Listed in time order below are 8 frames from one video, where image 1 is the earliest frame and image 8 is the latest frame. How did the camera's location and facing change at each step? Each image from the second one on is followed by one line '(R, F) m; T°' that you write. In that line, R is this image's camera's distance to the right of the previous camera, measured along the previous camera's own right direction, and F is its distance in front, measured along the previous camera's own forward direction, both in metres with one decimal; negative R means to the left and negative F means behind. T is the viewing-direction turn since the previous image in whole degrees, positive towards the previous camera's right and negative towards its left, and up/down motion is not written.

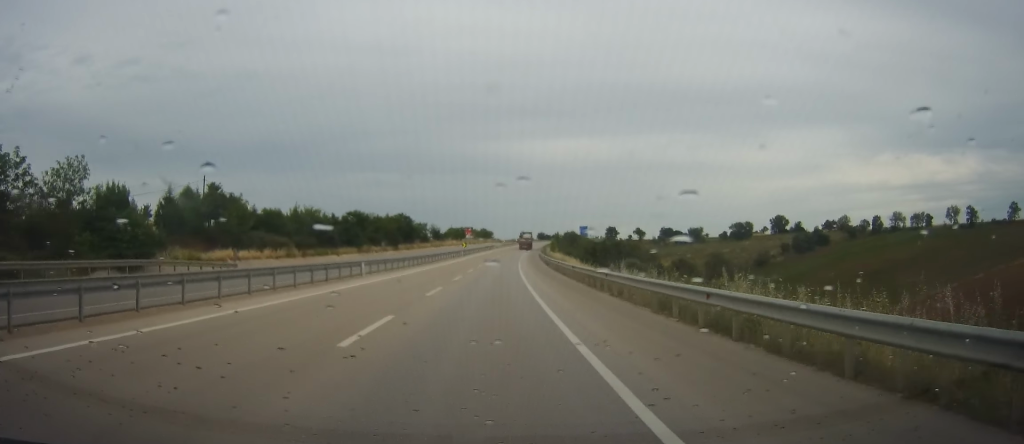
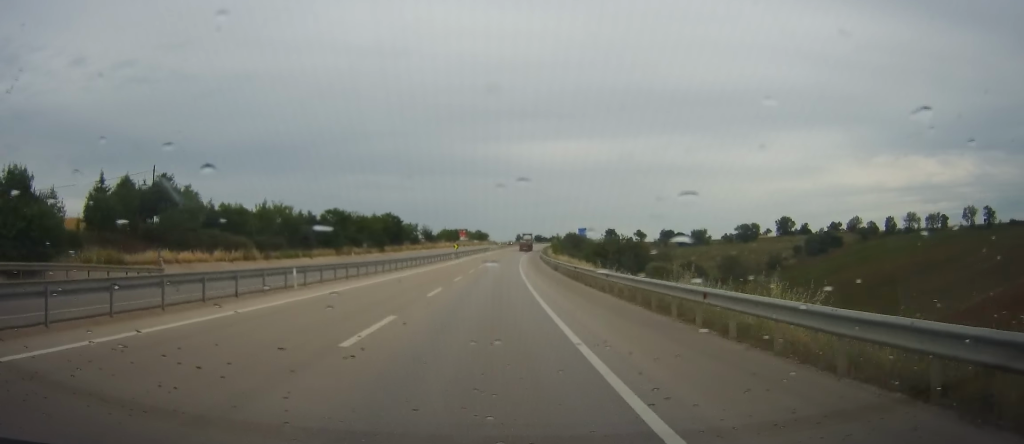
(-0.1, +11.7) m; +1°
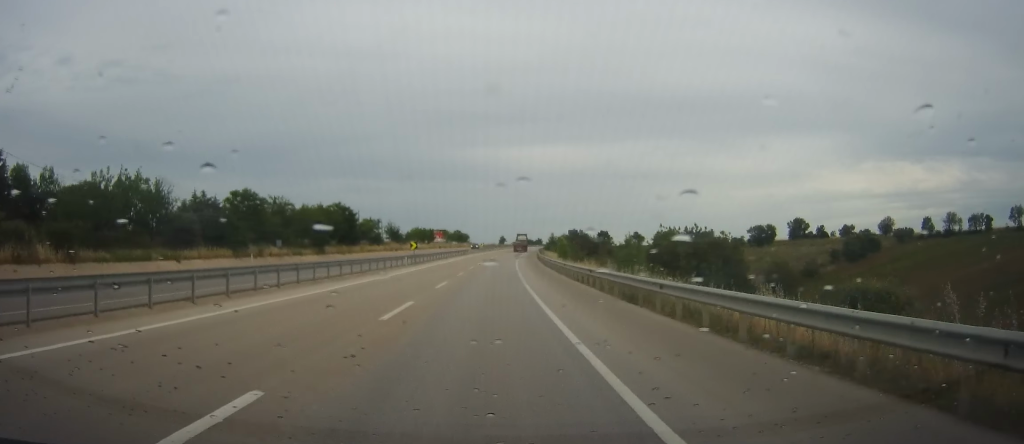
(+1.1, +32.1) m; +1°
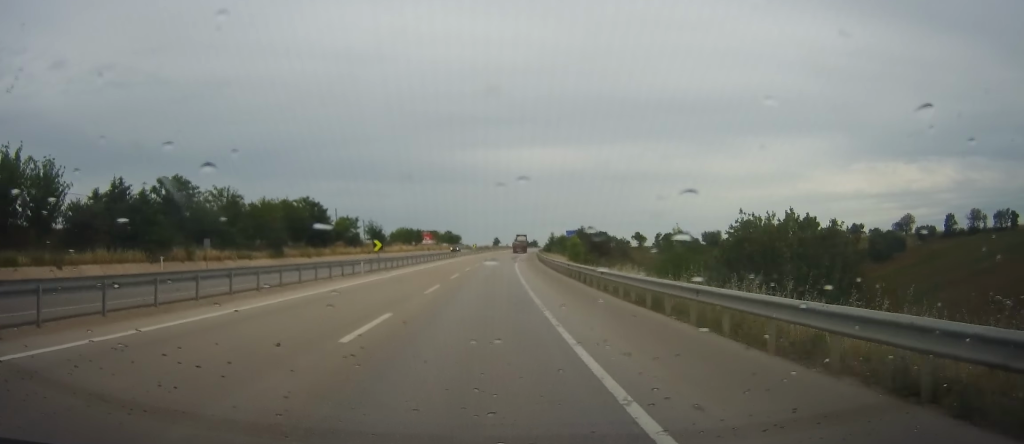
(-0.4, +14.9) m; -1°
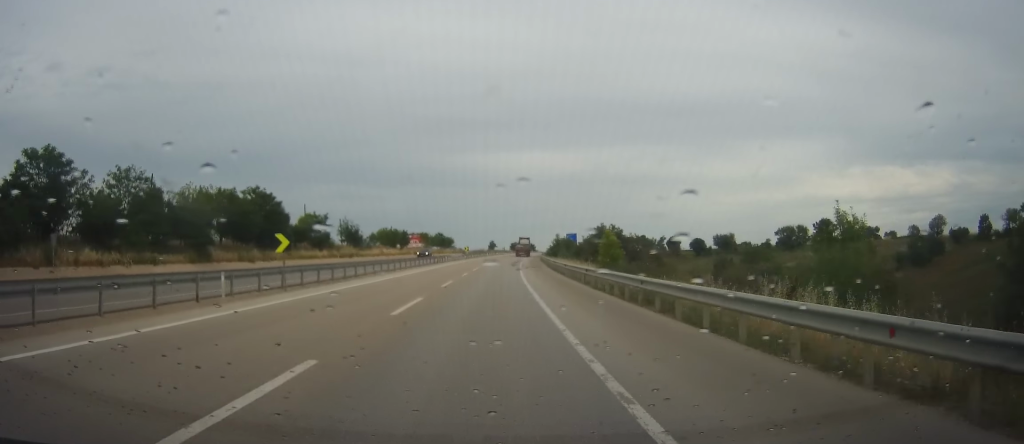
(-0.1, +19.5) m; +1°
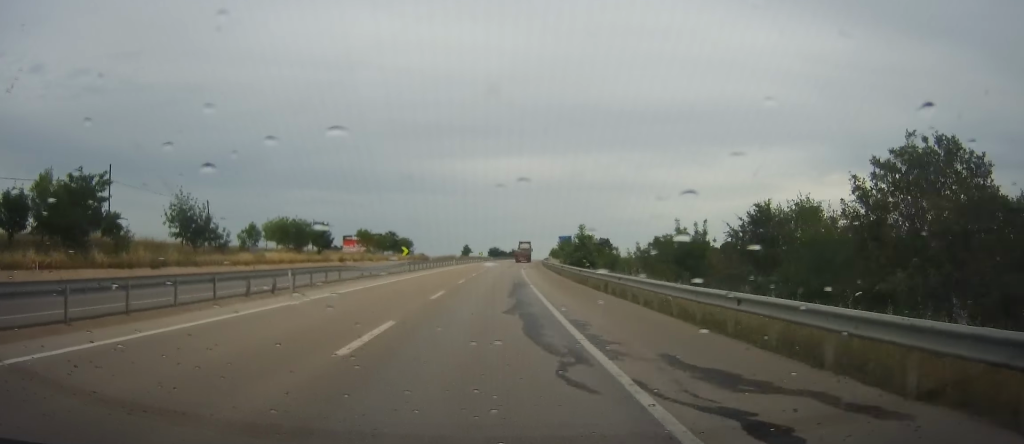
(+2.4, +55.1) m; +3°
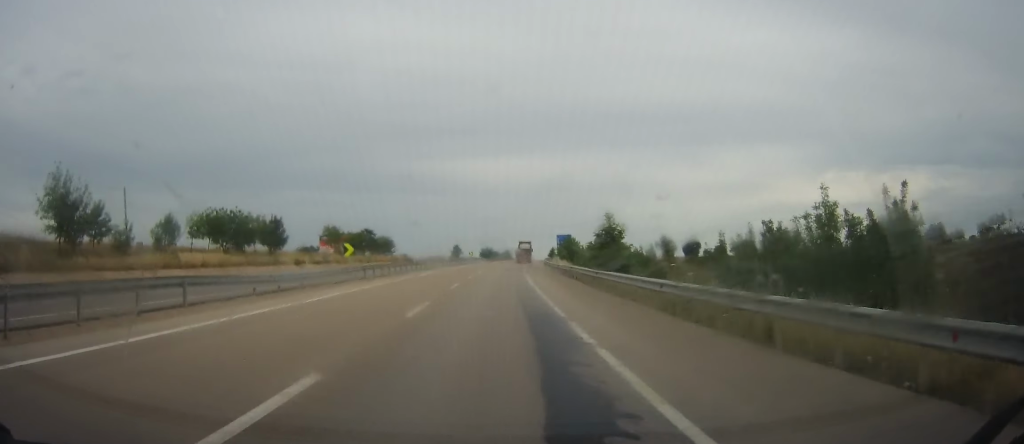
(-0.1, +18.9) m; 0°
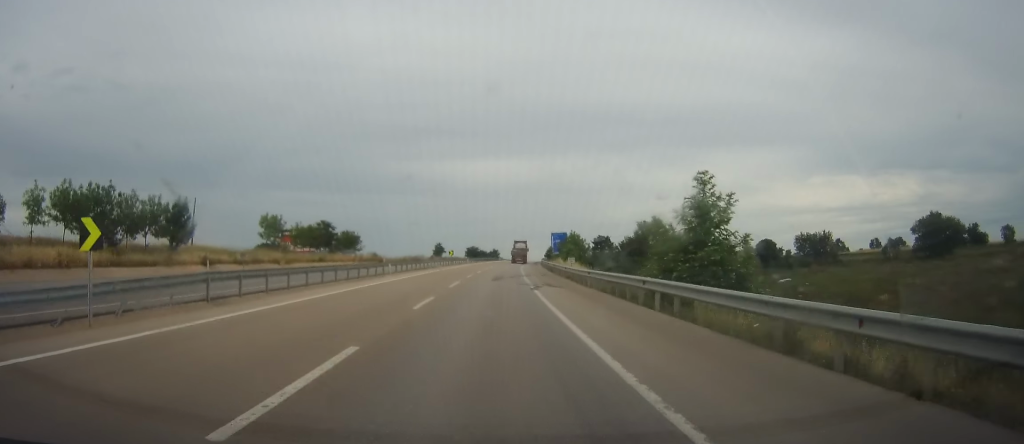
(-0.2, +22.4) m; +1°
